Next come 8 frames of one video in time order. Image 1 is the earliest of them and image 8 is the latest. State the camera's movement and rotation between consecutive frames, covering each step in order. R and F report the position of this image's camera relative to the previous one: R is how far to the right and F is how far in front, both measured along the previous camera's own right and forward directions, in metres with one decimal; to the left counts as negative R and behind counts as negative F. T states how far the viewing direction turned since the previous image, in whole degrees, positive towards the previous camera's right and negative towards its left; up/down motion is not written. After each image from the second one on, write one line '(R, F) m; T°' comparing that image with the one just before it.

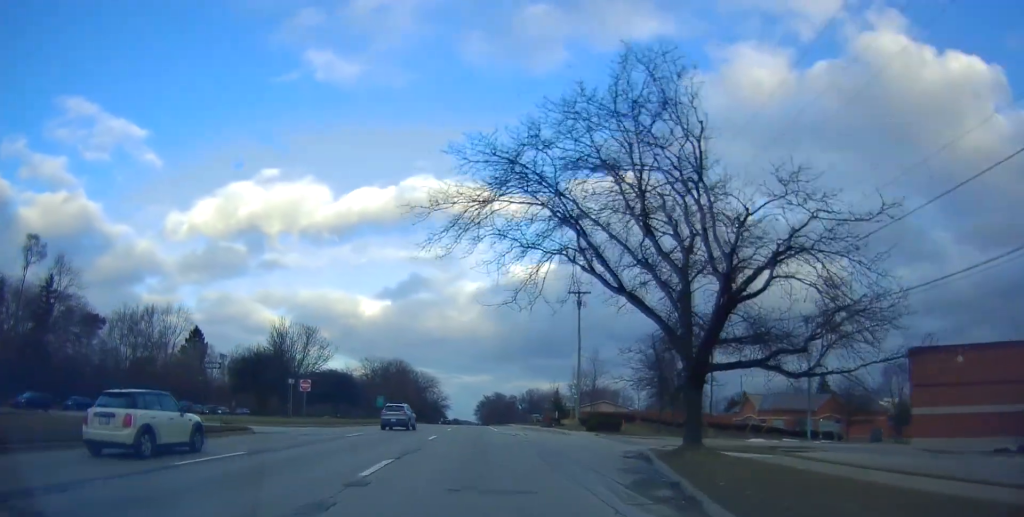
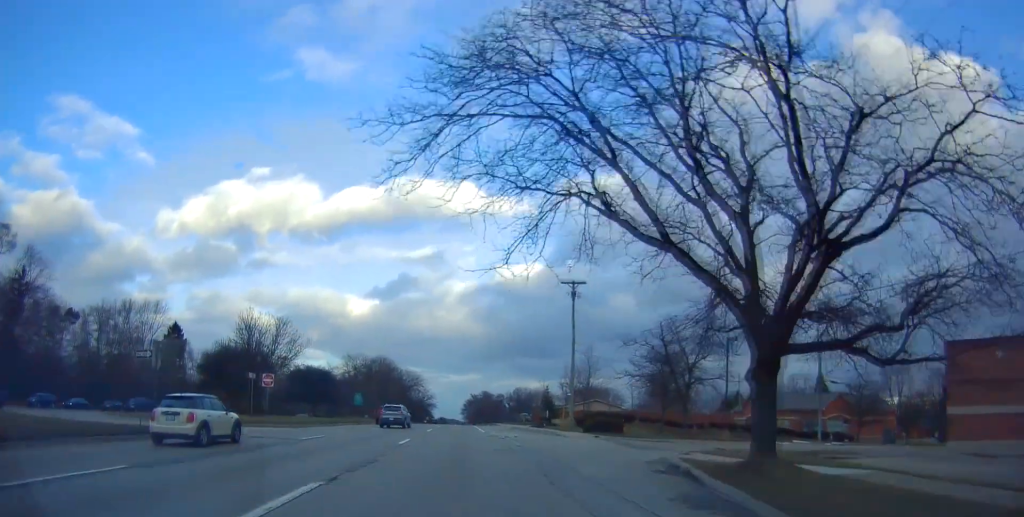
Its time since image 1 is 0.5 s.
(+0.1, +5.2) m; +1°
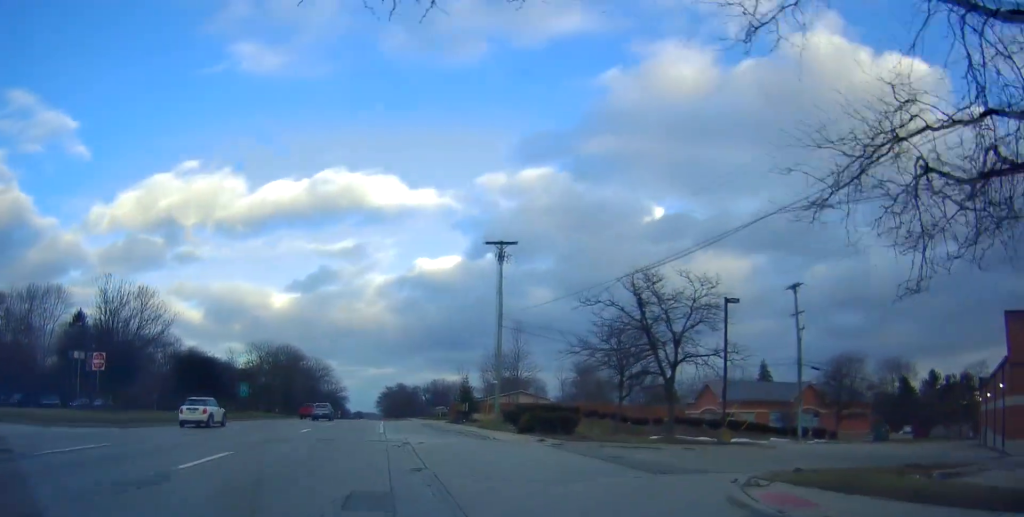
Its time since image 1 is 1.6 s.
(+0.2, +12.1) m; +4°
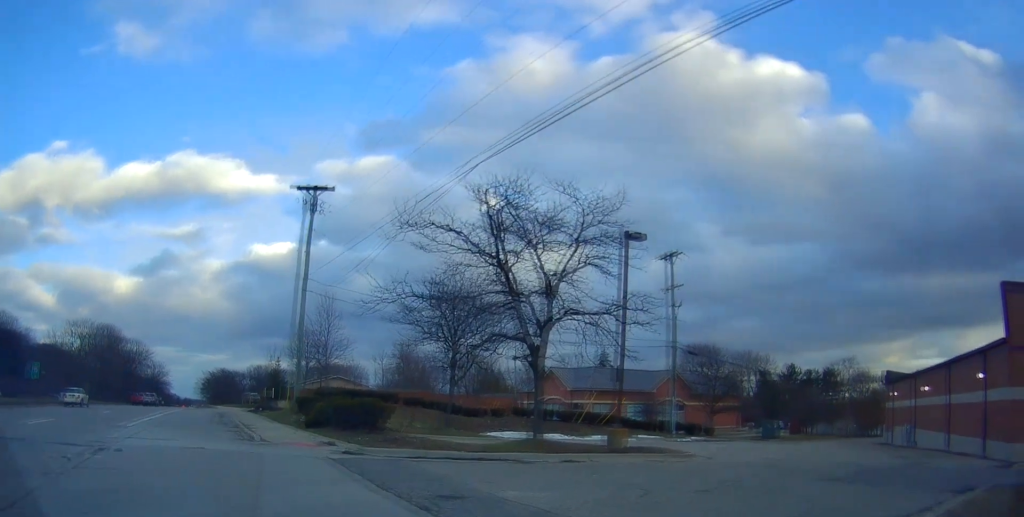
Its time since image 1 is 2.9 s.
(+0.6, +11.0) m; +13°
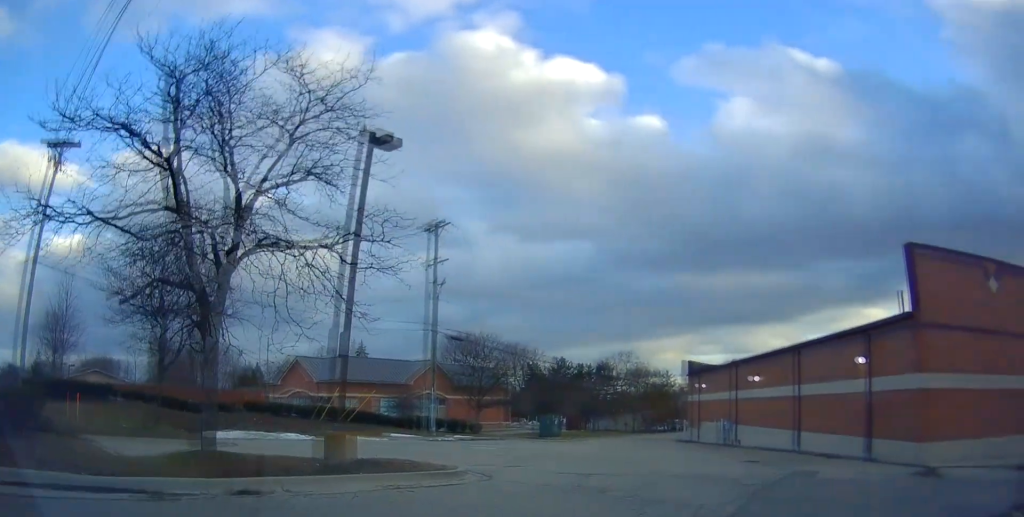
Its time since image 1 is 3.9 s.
(+1.1, +6.7) m; +25°
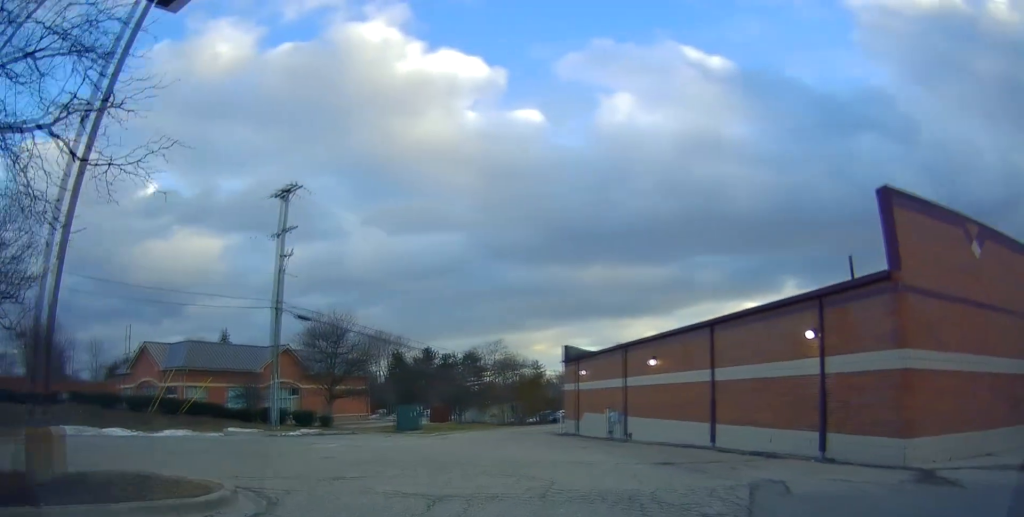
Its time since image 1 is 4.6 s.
(+1.1, +4.7) m; +16°
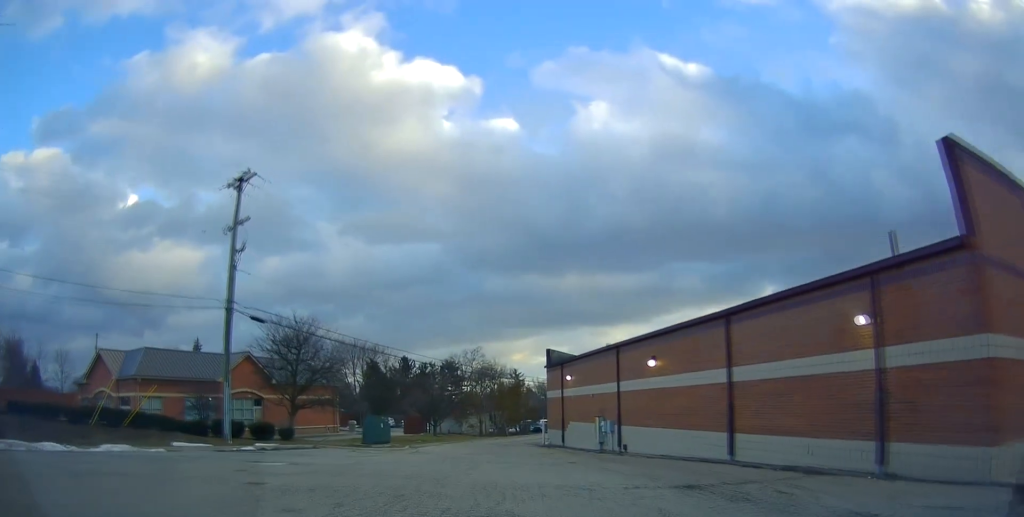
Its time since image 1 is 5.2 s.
(+0.4, +3.6) m; +3°
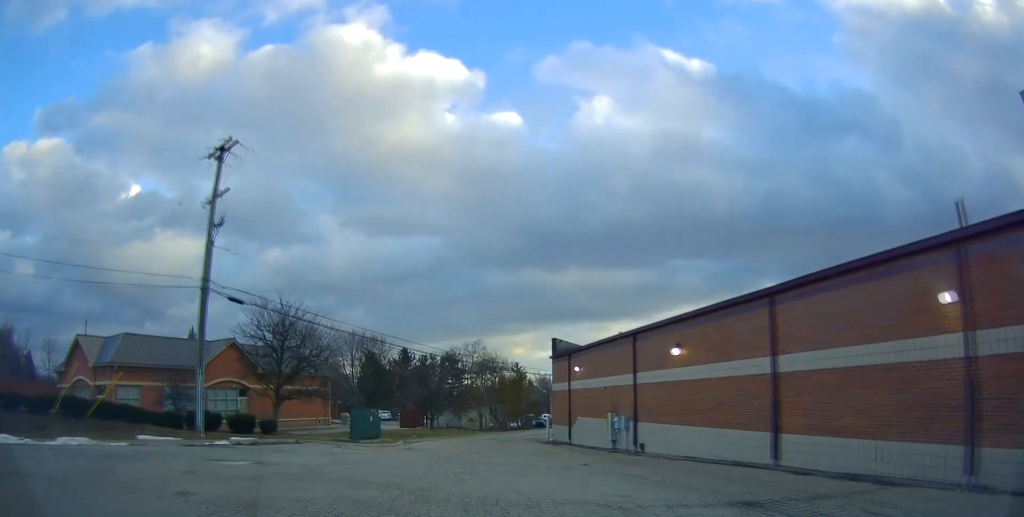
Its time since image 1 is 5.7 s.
(0.0, +3.1) m; +2°
